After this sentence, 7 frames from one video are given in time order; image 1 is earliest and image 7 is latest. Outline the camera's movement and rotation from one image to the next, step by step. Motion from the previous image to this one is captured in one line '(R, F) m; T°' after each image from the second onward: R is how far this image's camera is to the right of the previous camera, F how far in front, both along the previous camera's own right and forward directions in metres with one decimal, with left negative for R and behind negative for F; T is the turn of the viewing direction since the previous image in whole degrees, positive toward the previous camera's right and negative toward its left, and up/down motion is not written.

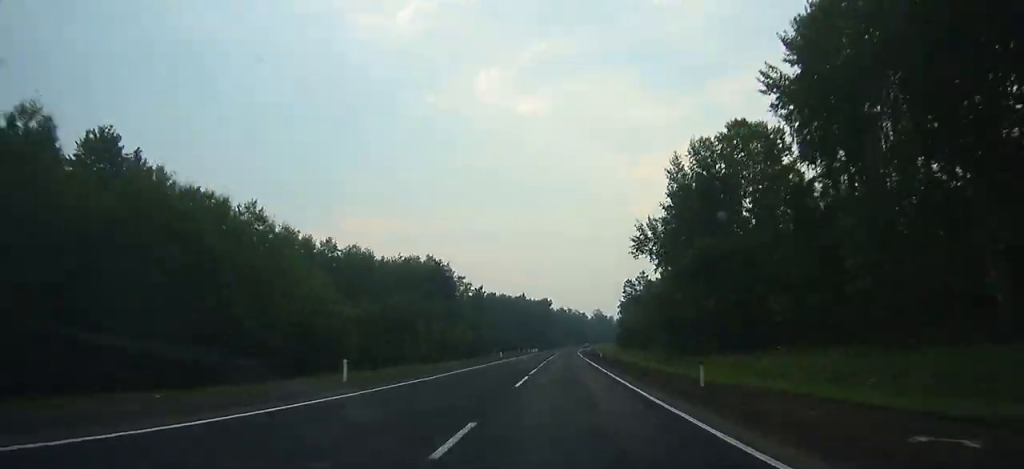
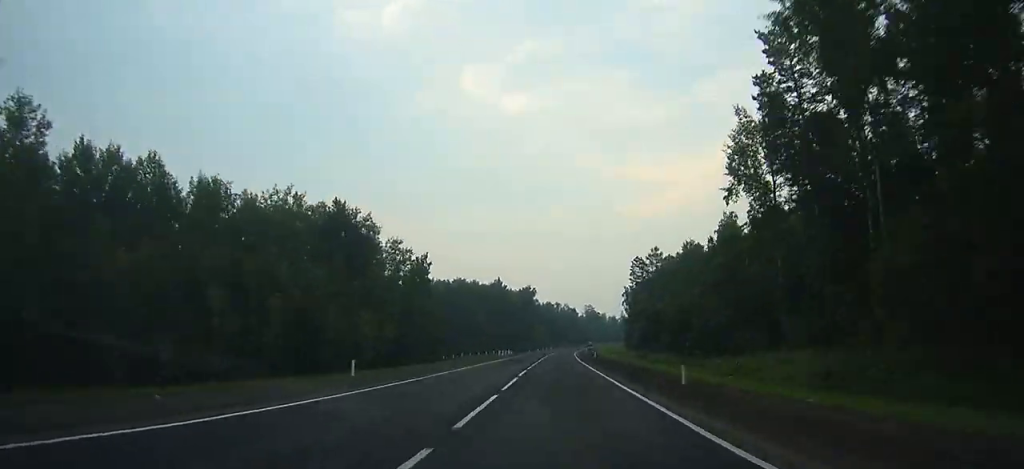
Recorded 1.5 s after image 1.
(+1.1, +48.5) m; +2°
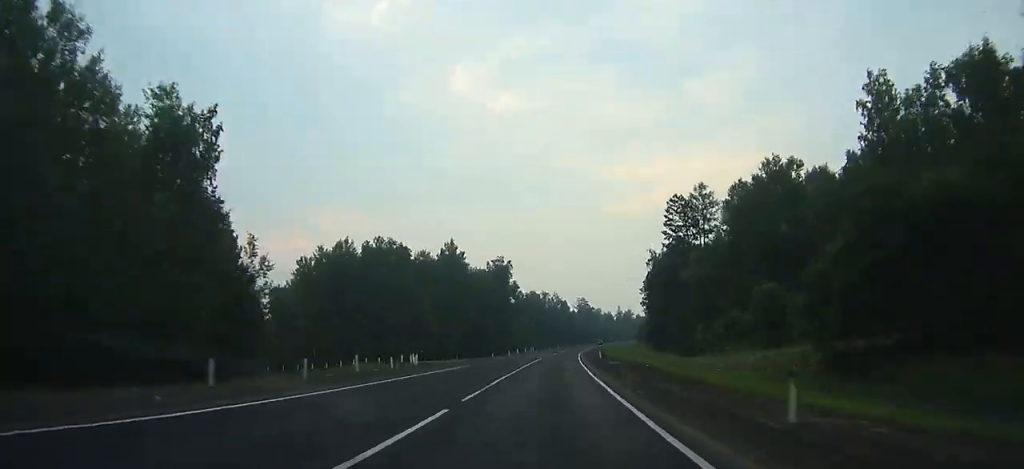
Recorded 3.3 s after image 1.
(+1.0, +57.3) m; +2°
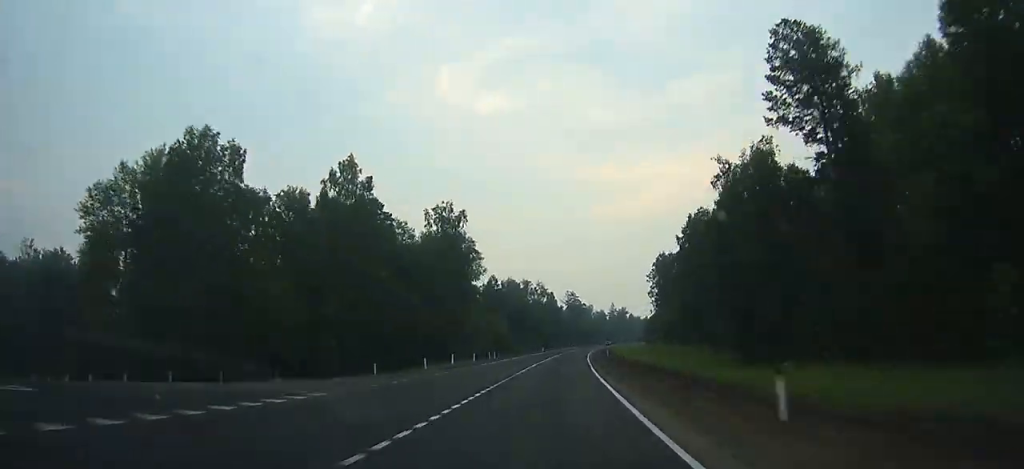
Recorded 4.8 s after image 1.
(+0.1, +47.3) m; +2°
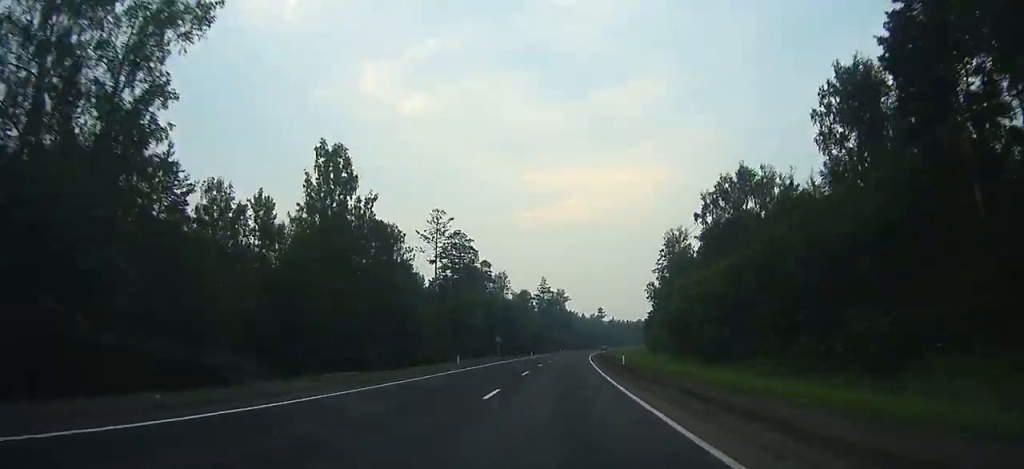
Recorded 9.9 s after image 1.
(+10.5, +162.8) m; +7°
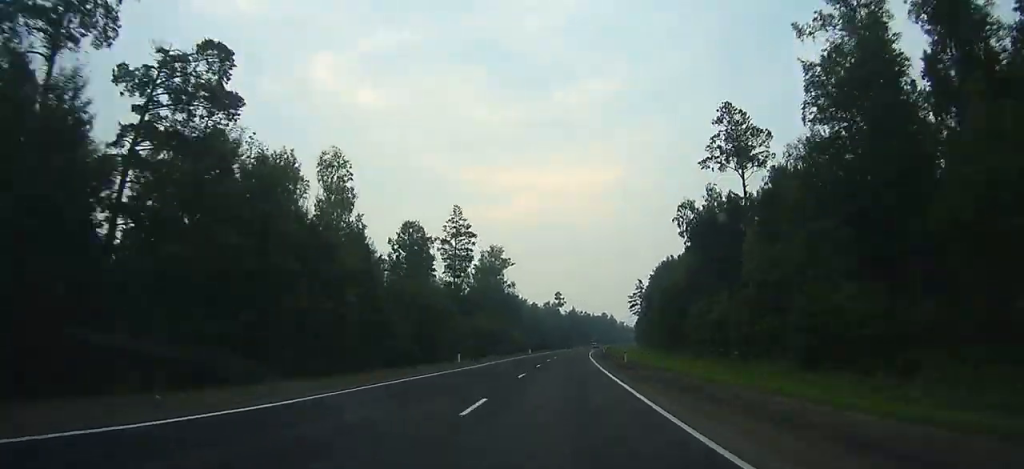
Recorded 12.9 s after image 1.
(+4.1, +100.0) m; +5°
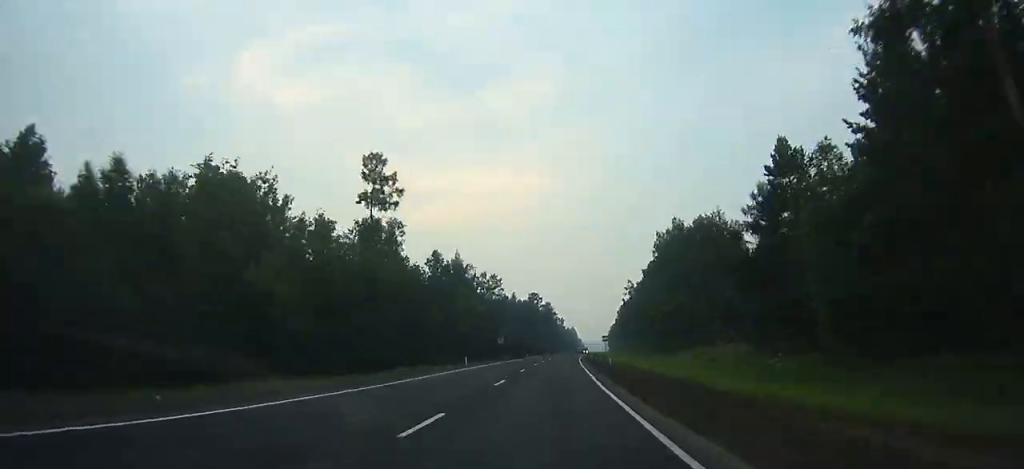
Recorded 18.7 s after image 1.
(+14.1, +188.7) m; +8°
